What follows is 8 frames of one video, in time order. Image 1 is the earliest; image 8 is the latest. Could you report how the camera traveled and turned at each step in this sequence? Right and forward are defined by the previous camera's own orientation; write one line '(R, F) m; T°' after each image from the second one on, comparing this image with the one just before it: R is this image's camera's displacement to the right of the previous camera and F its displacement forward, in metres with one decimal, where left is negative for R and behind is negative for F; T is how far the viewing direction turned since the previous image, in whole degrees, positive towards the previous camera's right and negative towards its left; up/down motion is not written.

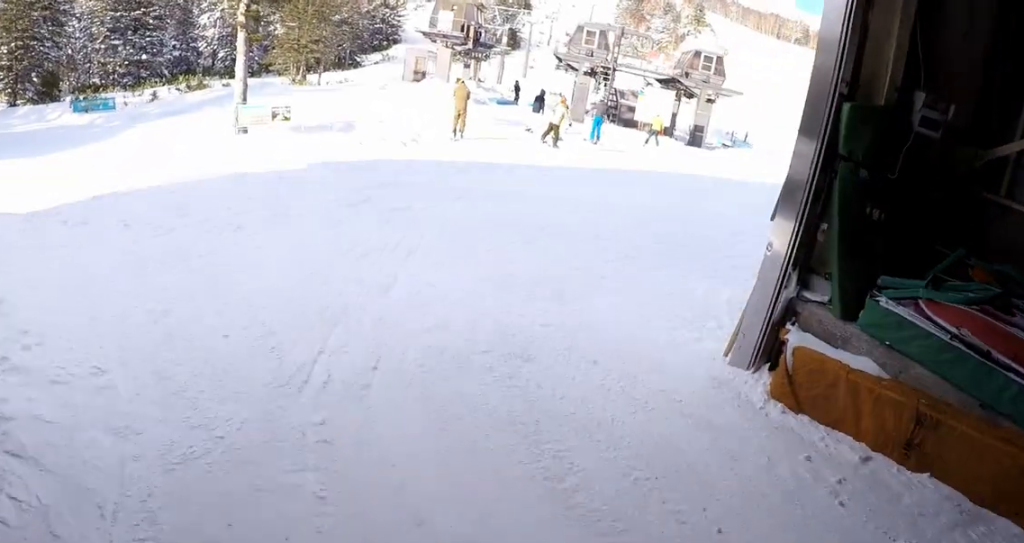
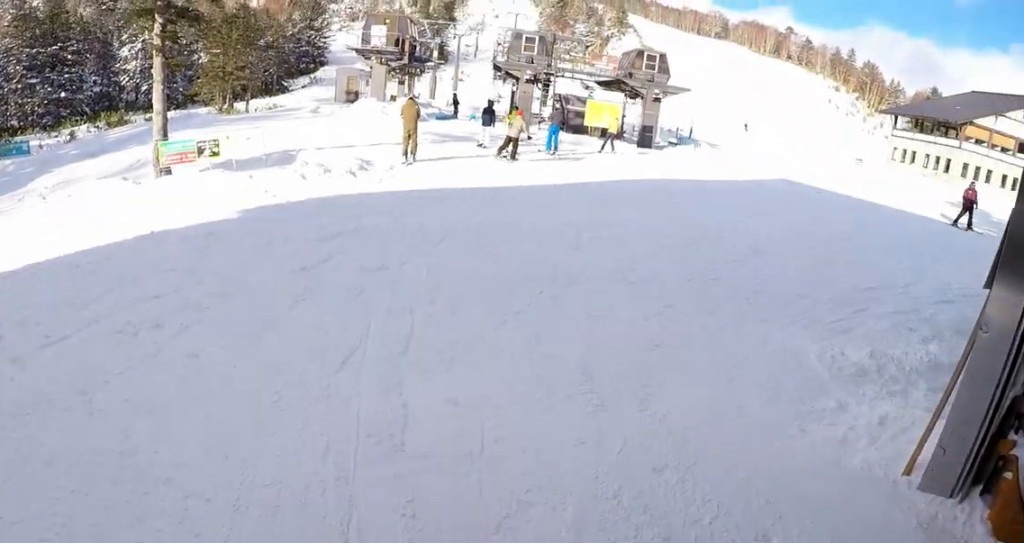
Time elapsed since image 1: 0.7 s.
(+0.5, +3.3) m; +19°
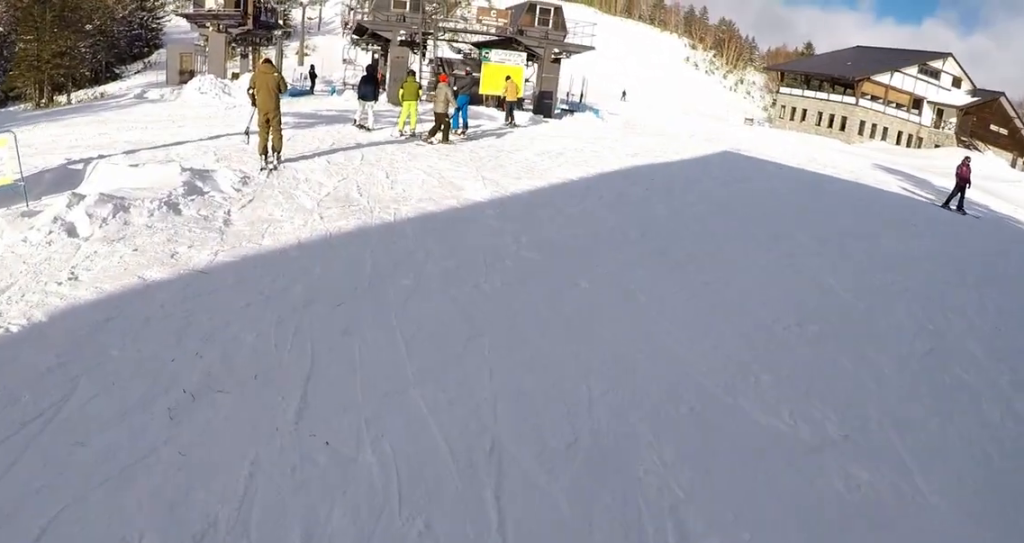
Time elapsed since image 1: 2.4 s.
(+4.2, +10.3) m; +20°
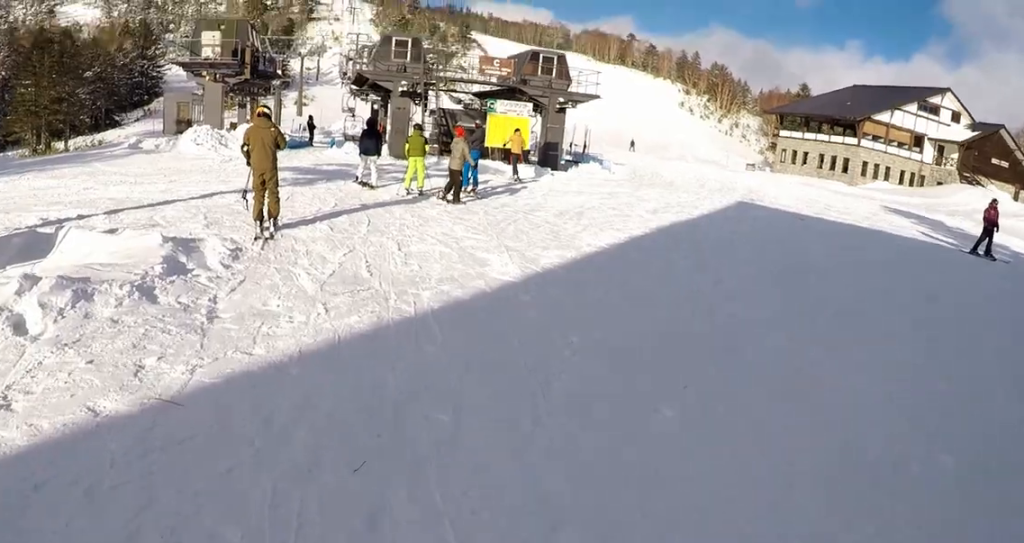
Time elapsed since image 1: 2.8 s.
(-0.6, +2.8) m; -6°
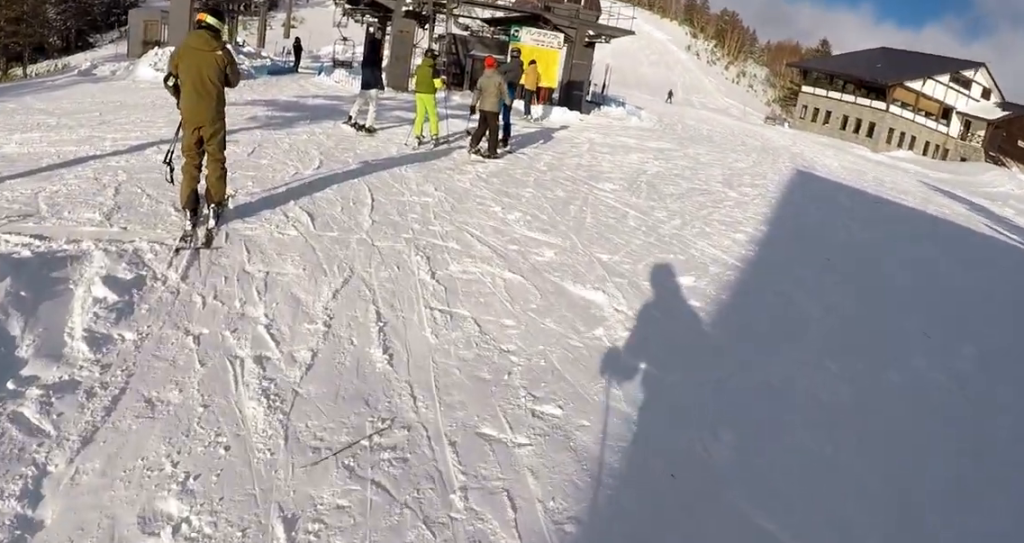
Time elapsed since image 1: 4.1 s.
(-1.1, +8.2) m; -9°
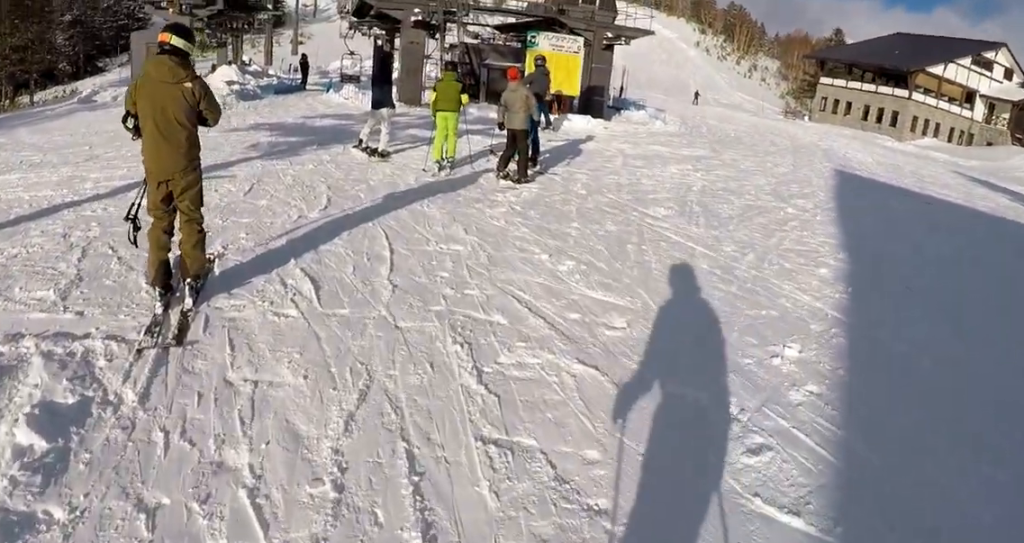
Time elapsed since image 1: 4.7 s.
(0.0, +2.8) m; 0°
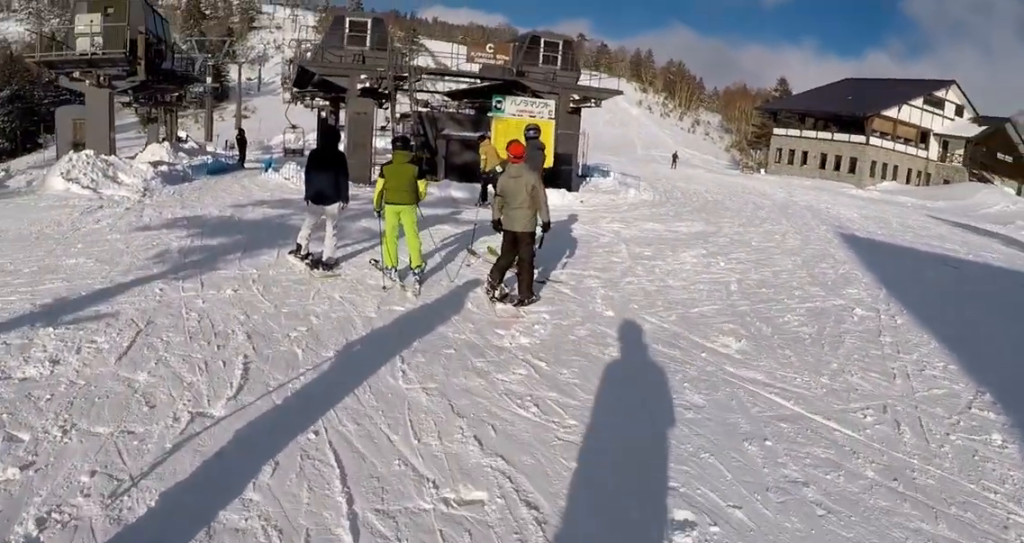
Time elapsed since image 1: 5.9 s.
(0.0, +5.3) m; 0°
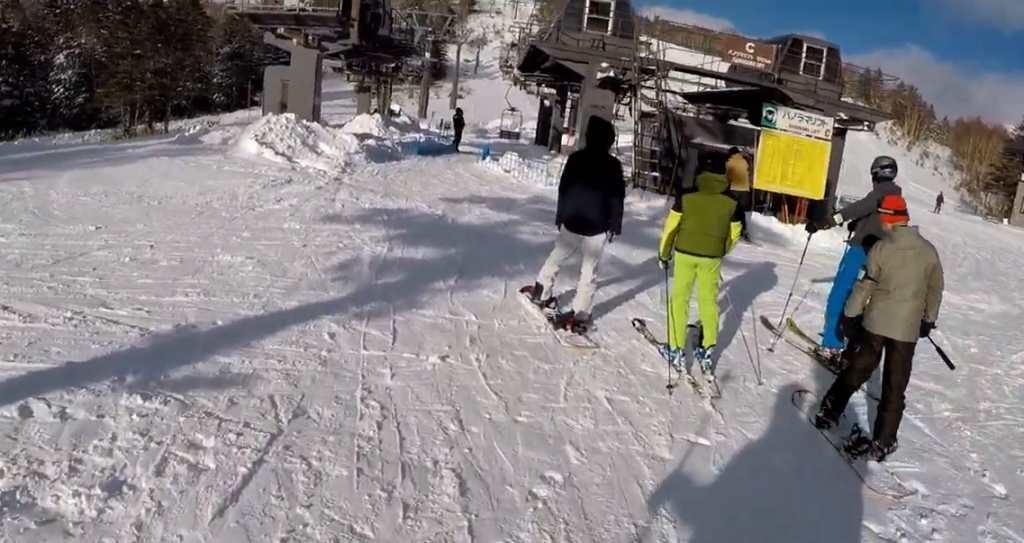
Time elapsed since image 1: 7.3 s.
(0.0, +4.1) m; 0°
